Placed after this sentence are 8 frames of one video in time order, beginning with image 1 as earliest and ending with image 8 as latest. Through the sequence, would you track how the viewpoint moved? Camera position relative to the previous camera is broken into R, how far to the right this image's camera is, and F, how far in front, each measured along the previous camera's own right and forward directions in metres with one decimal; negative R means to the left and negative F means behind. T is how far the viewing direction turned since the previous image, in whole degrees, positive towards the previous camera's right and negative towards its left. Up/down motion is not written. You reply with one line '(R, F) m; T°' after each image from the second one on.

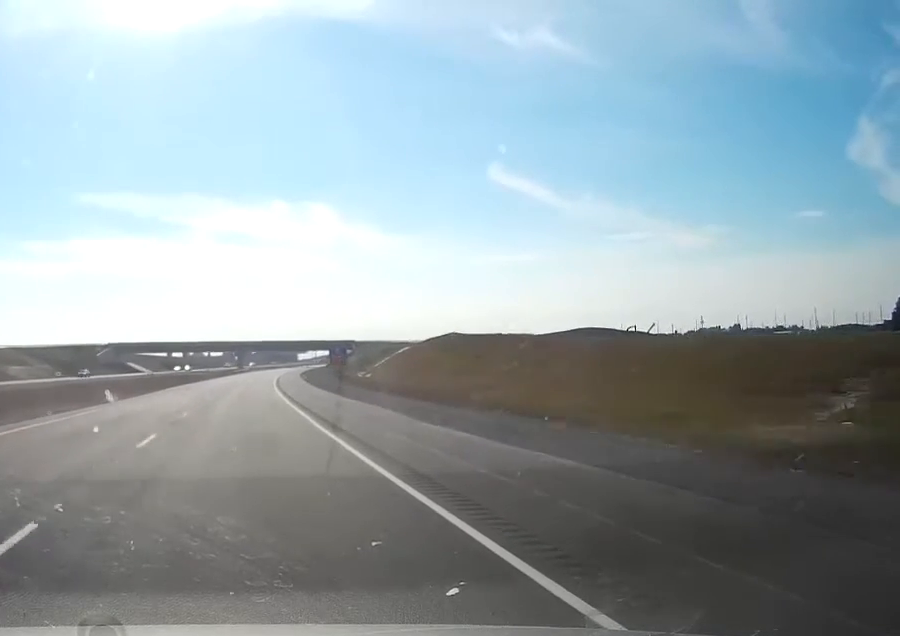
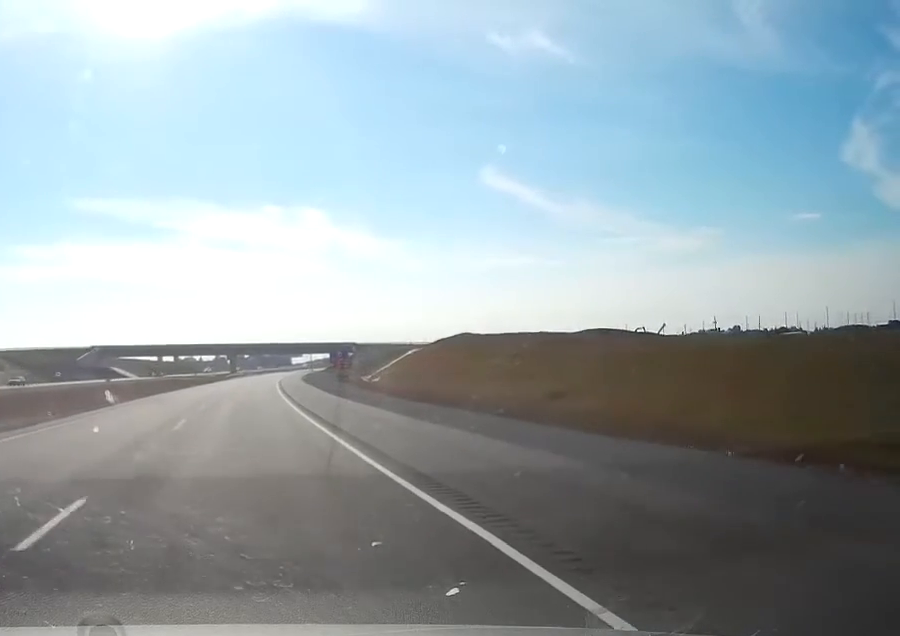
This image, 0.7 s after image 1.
(+0.1, +21.7) m; +1°
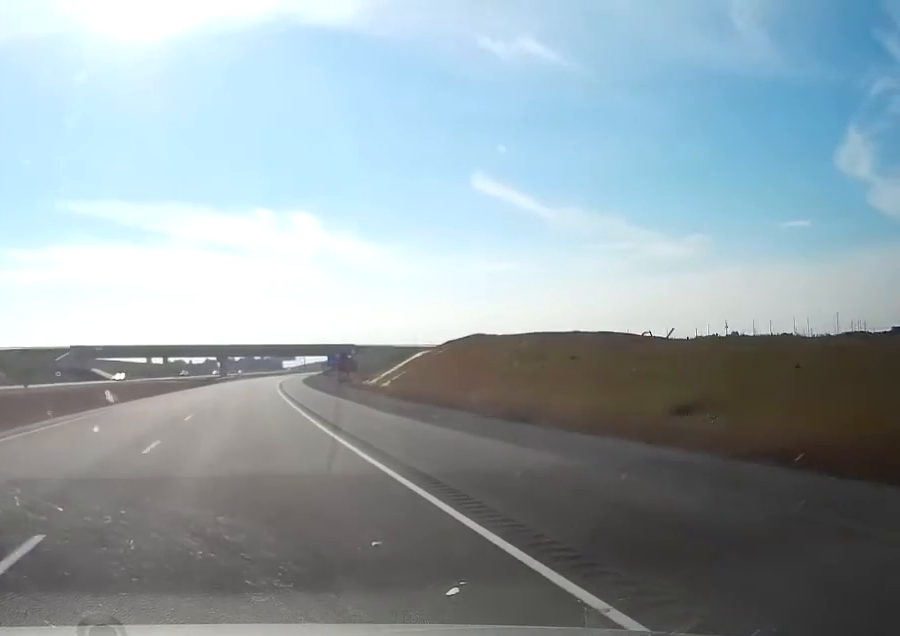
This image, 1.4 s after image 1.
(0.0, +19.7) m; +1°
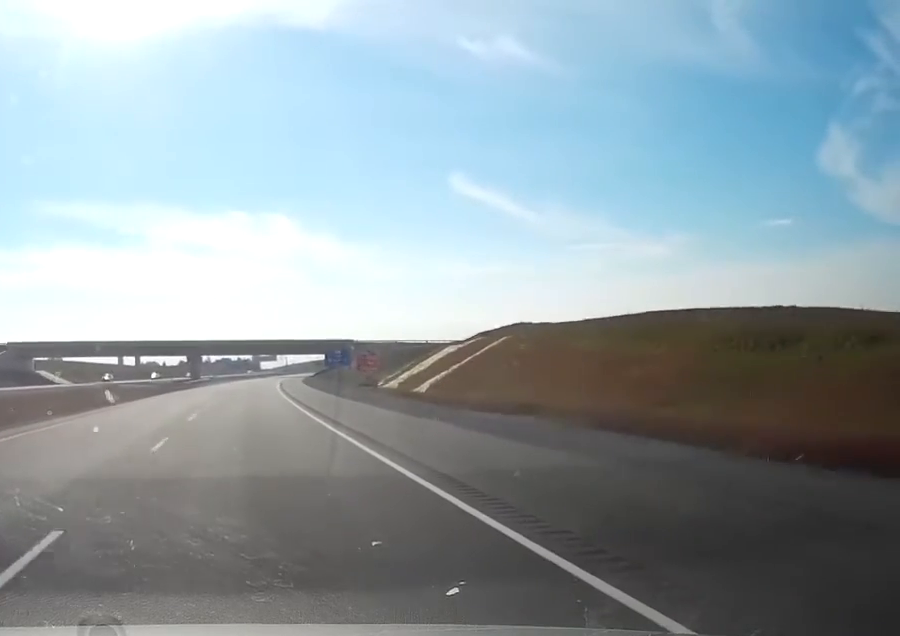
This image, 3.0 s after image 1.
(+1.0, +47.3) m; +2°
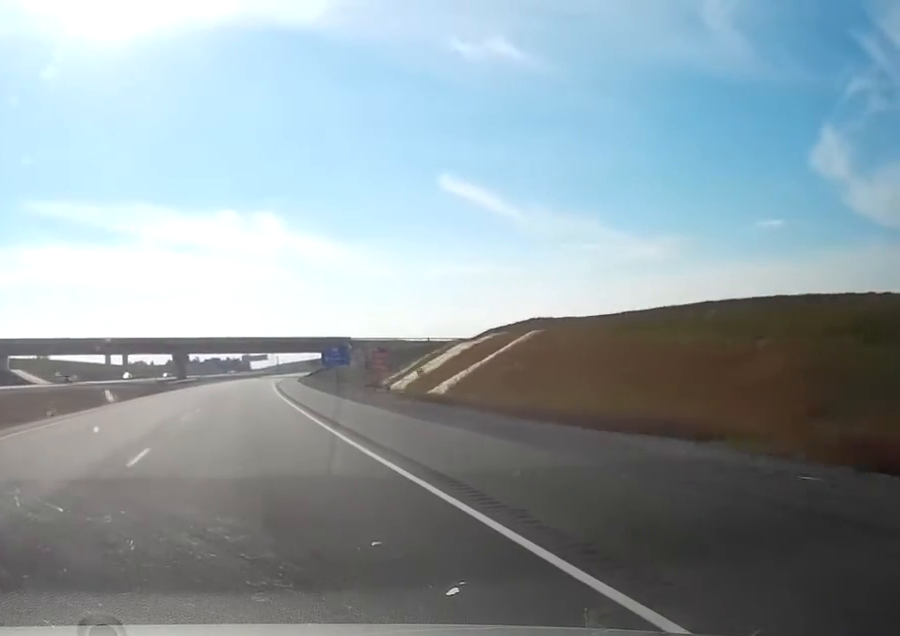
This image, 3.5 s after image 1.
(+0.1, +14.8) m; +1°
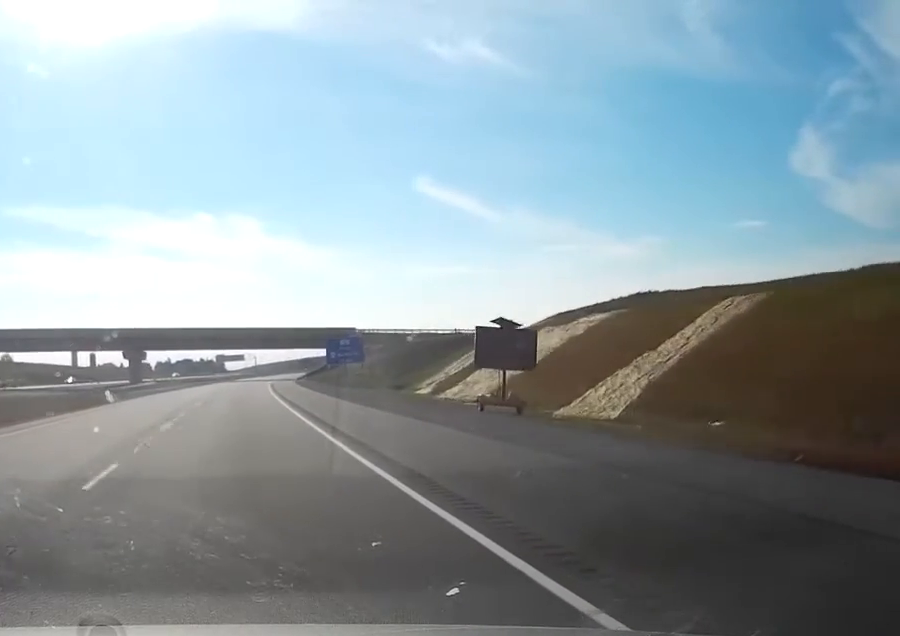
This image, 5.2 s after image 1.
(+0.5, +50.3) m; +1°
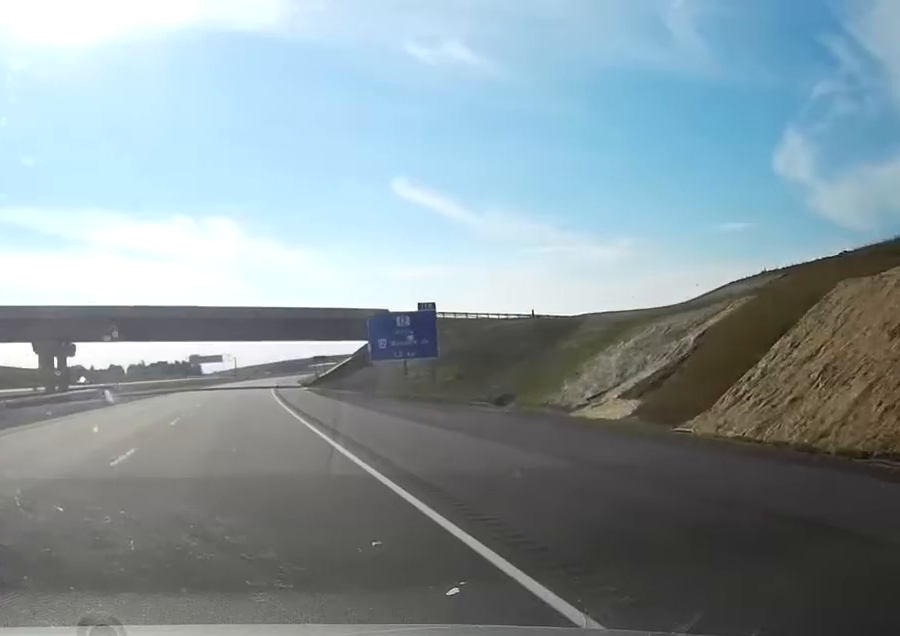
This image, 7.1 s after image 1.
(+0.8, +56.3) m; +2°
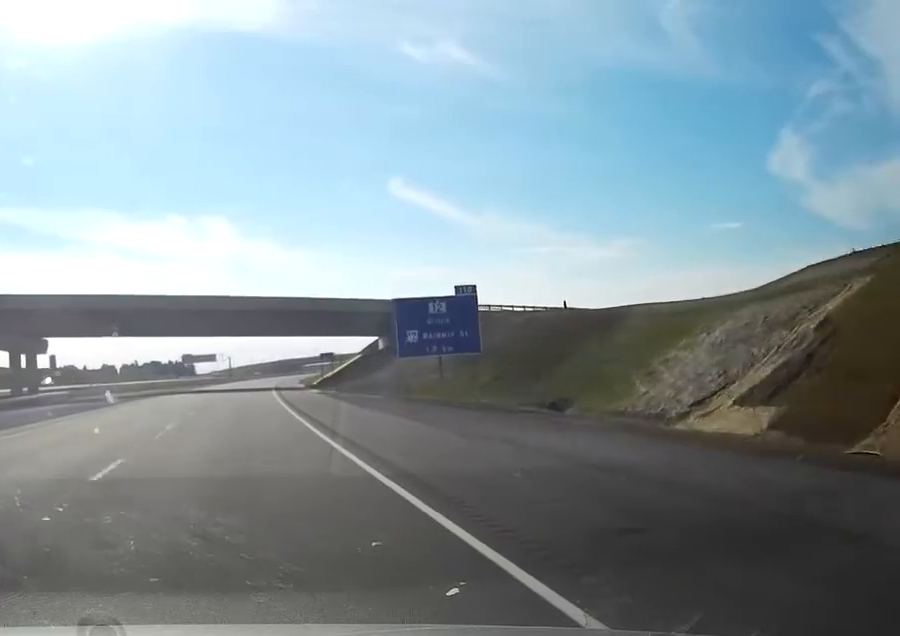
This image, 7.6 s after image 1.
(0.0, +13.9) m; 0°
